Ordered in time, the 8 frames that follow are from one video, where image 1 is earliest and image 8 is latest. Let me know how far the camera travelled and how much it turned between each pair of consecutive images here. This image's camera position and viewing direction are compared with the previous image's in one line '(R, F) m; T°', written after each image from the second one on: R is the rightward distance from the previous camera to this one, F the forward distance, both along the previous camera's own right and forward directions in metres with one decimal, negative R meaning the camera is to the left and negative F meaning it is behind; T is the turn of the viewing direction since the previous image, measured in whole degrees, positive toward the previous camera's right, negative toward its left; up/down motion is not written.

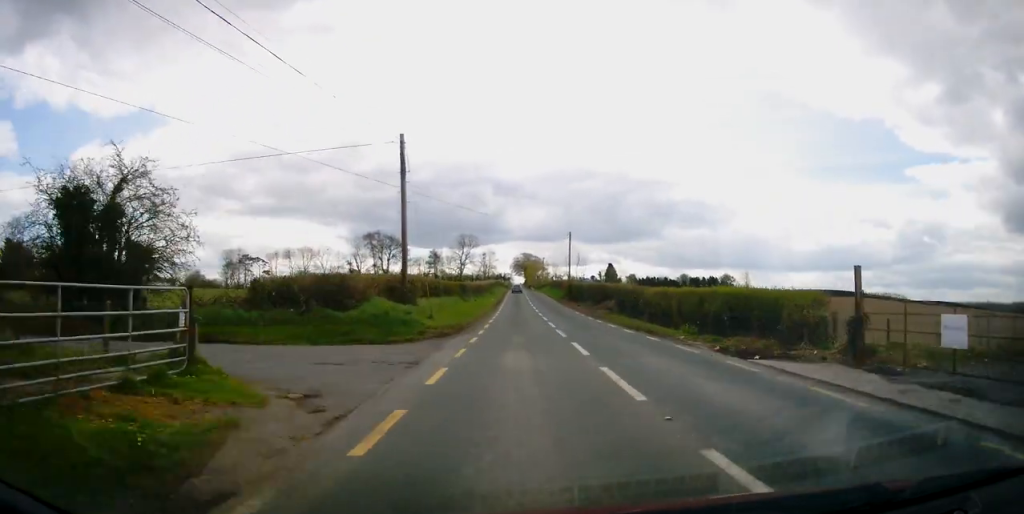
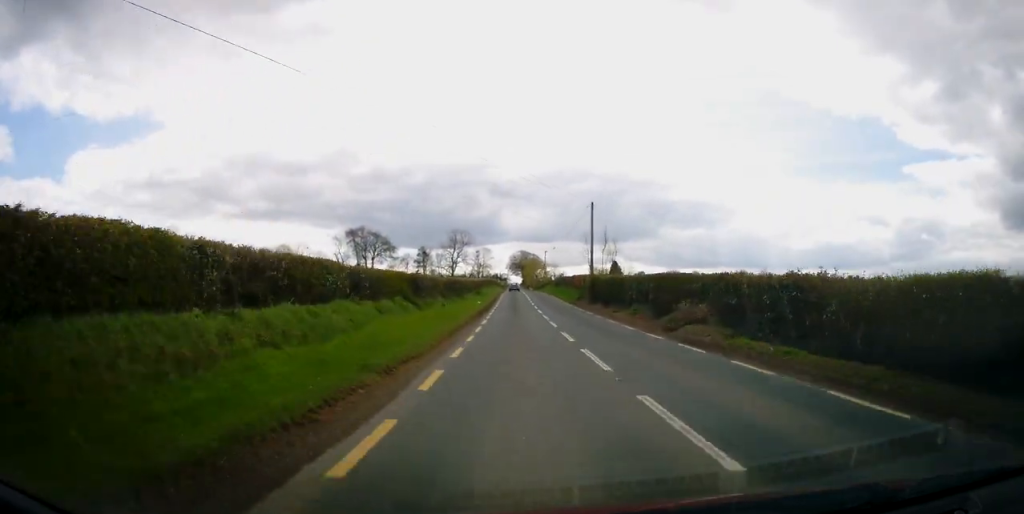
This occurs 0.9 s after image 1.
(+0.3, +20.3) m; 0°
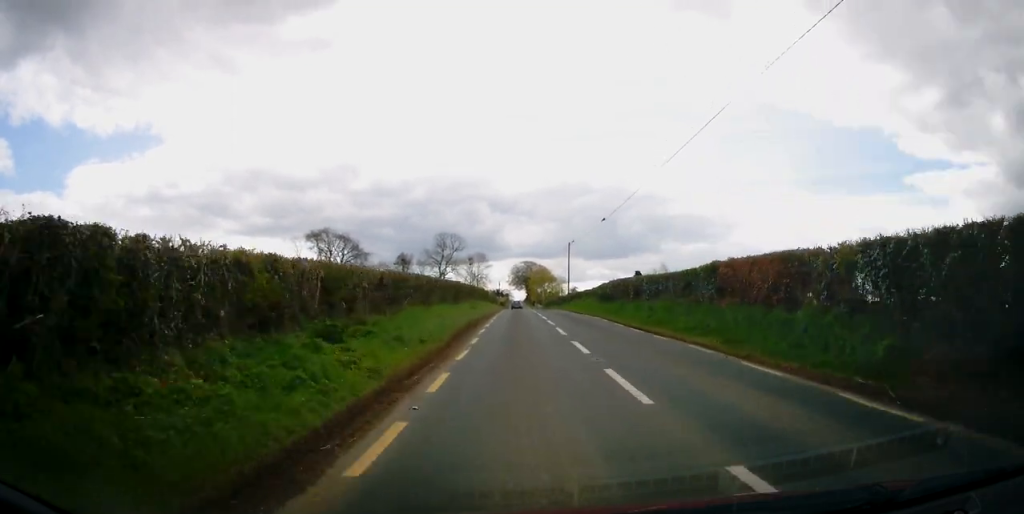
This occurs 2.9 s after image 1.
(-0.4, +43.8) m; 0°
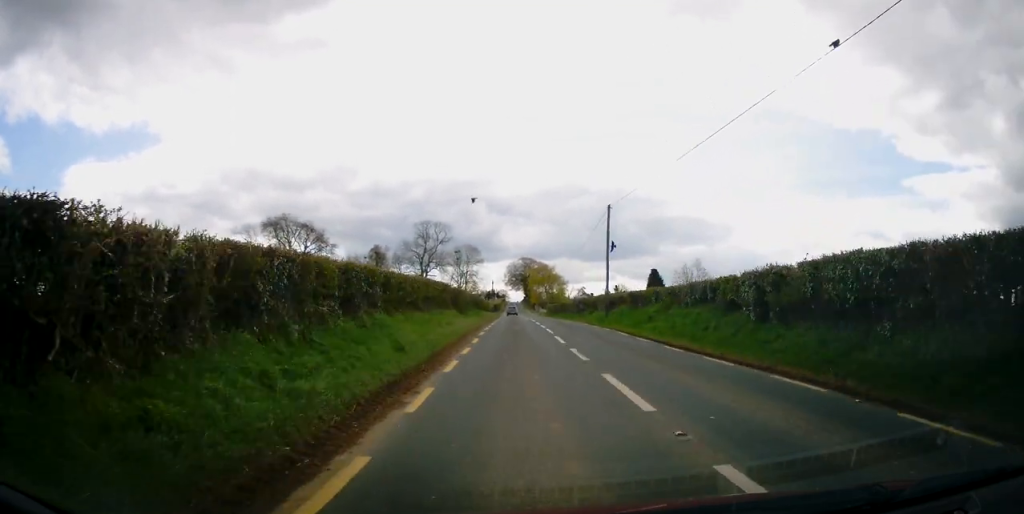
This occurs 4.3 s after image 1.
(+0.3, +29.0) m; 0°
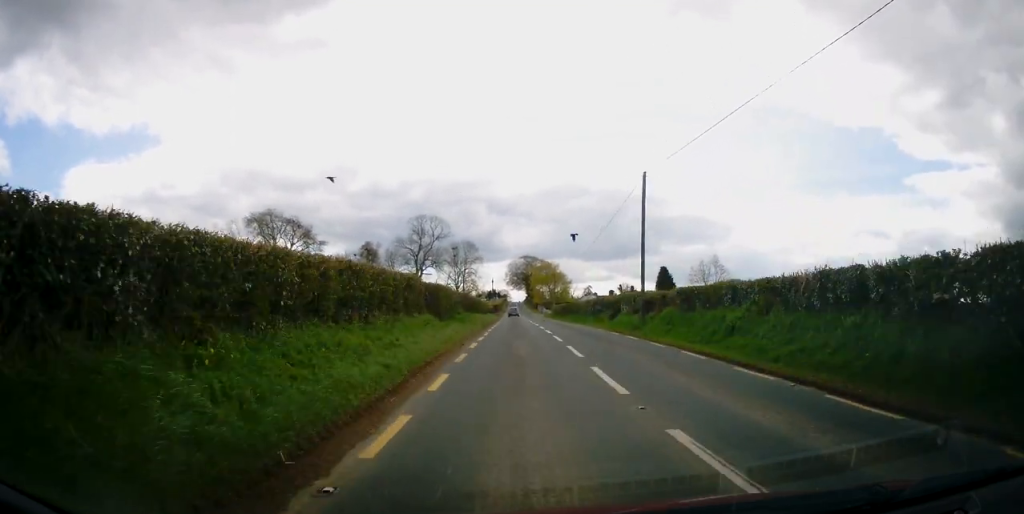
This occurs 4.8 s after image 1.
(+0.1, +9.9) m; 0°
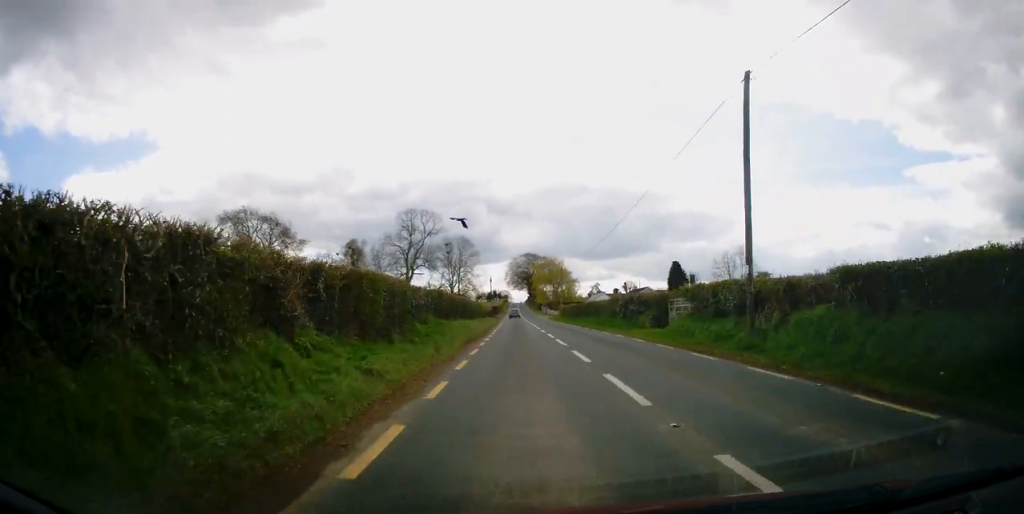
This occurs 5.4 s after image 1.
(-0.2, +12.6) m; 0°
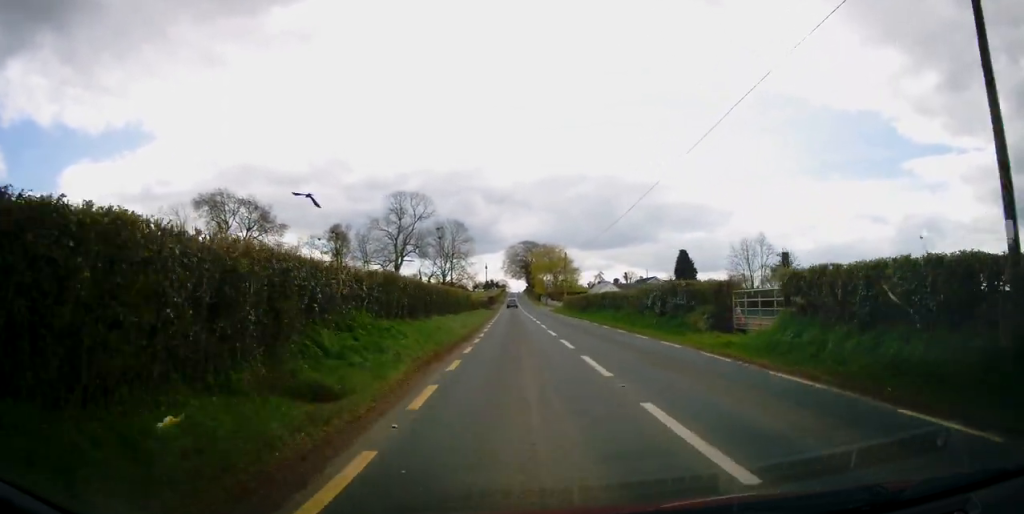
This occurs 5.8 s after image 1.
(-0.2, +9.0) m; 0°
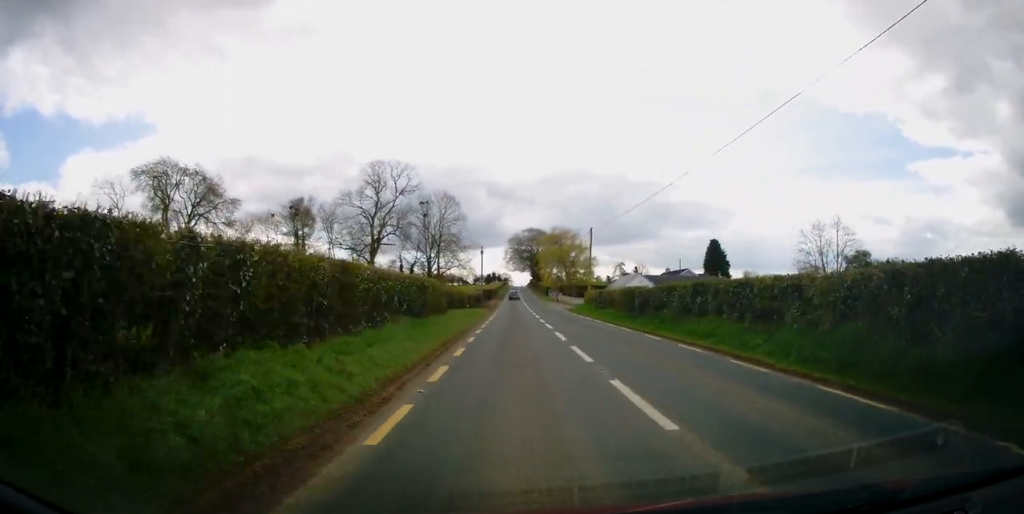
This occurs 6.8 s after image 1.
(+0.3, +21.7) m; 0°
